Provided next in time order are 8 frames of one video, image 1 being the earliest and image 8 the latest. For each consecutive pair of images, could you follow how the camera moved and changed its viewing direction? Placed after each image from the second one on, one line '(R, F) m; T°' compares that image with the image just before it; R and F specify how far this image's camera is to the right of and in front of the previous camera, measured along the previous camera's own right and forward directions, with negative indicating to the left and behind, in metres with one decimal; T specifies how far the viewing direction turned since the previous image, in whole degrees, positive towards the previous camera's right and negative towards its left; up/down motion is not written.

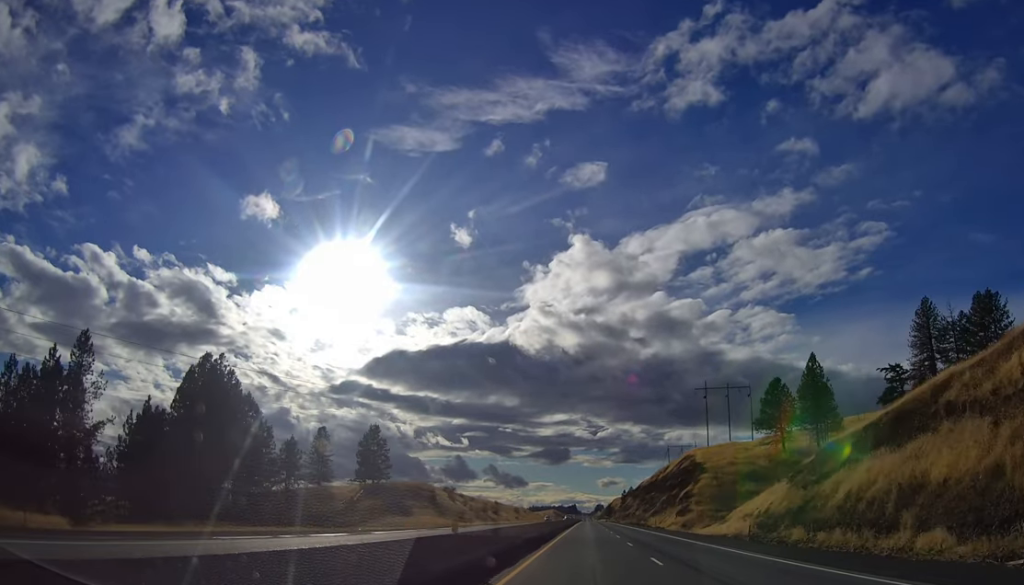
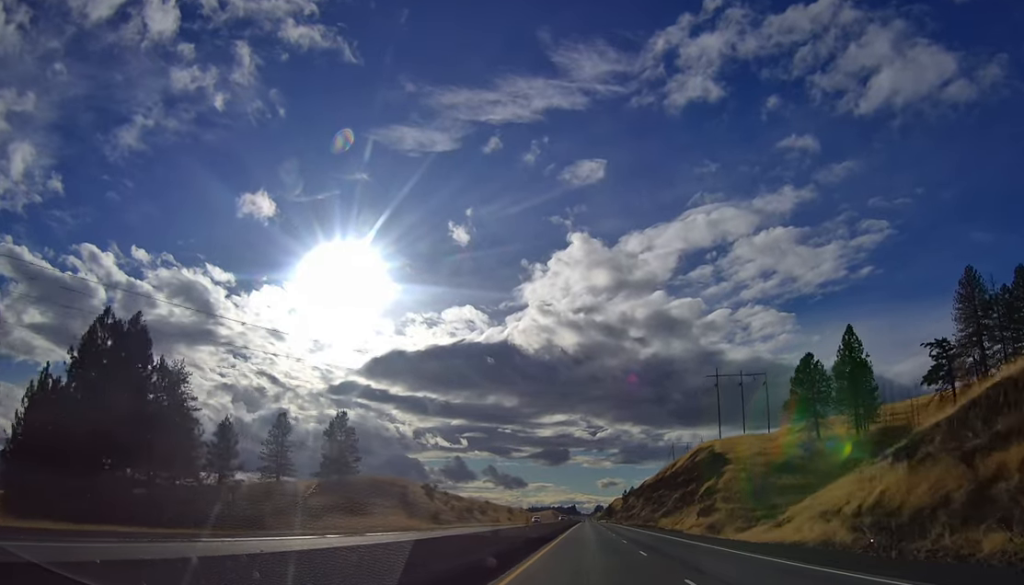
(+0.3, +19.7) m; +1°
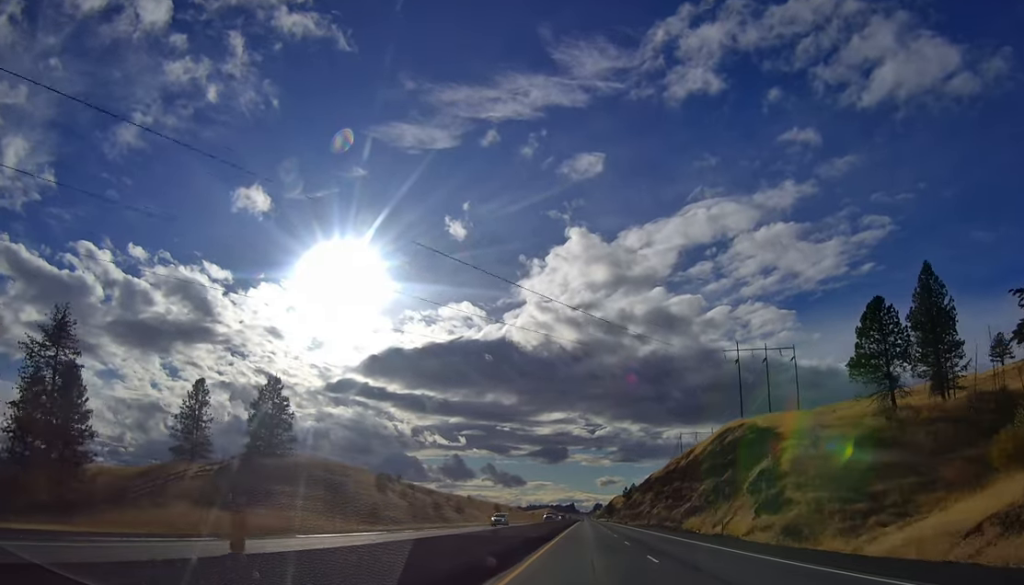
(+0.2, +28.4) m; 0°
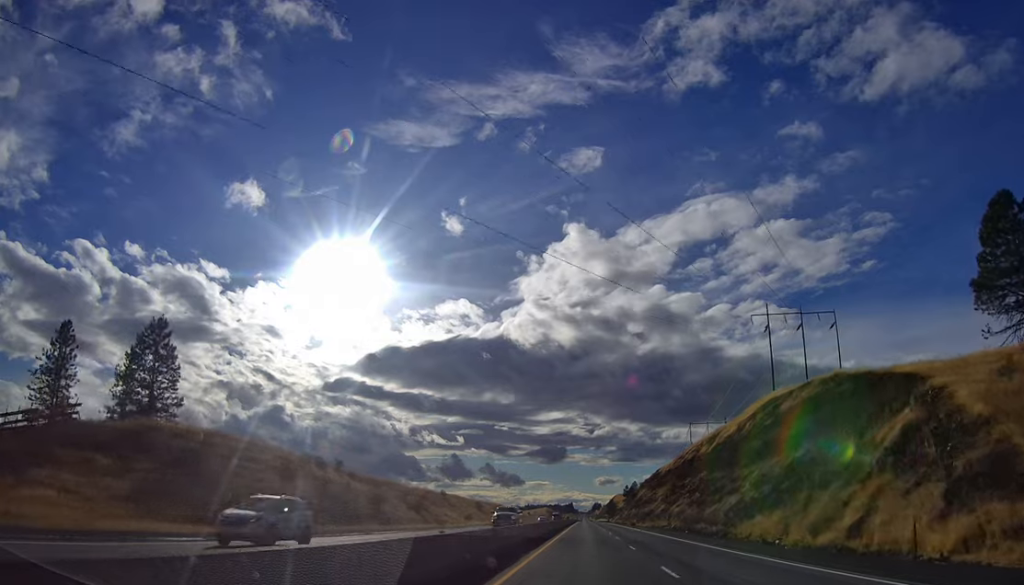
(0.0, +29.5) m; +1°
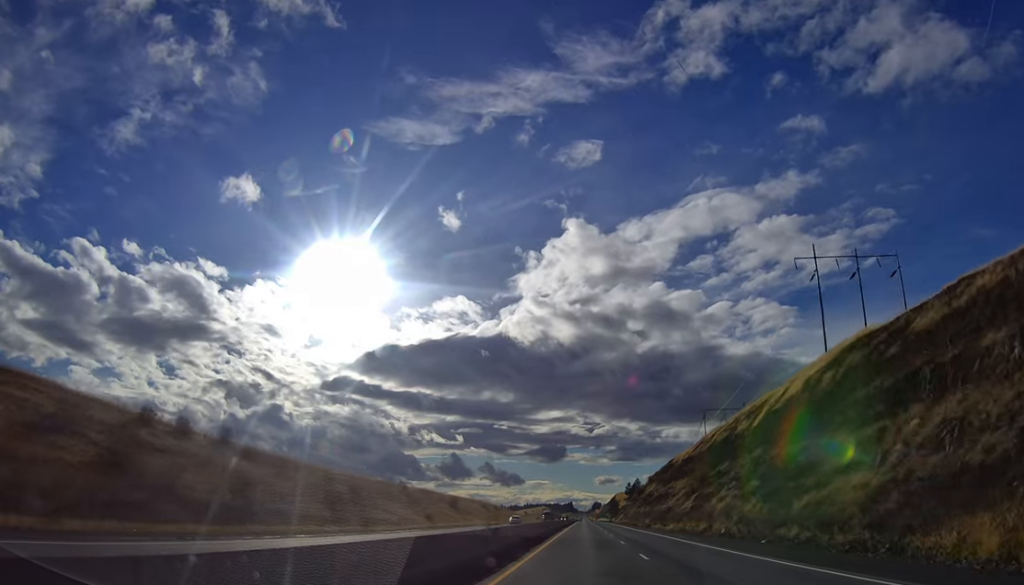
(+0.3, +30.8) m; 0°
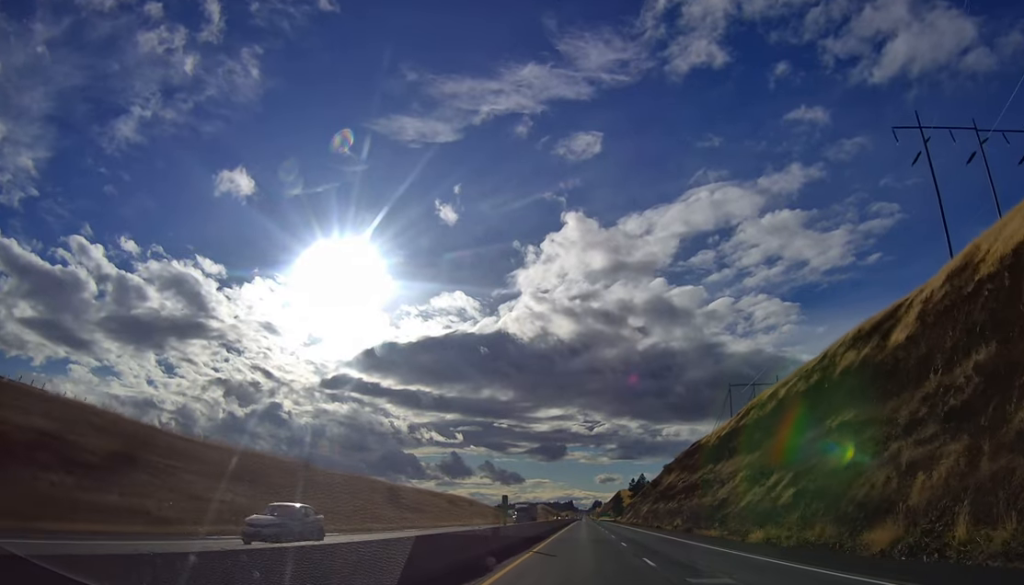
(-0.4, +39.7) m; -1°
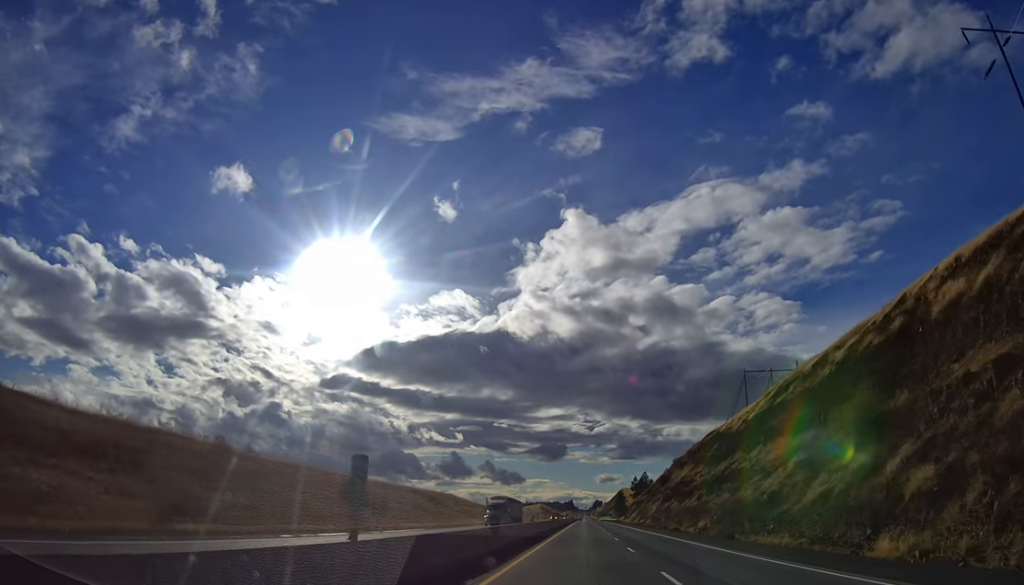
(-0.3, +17.6) m; 0°
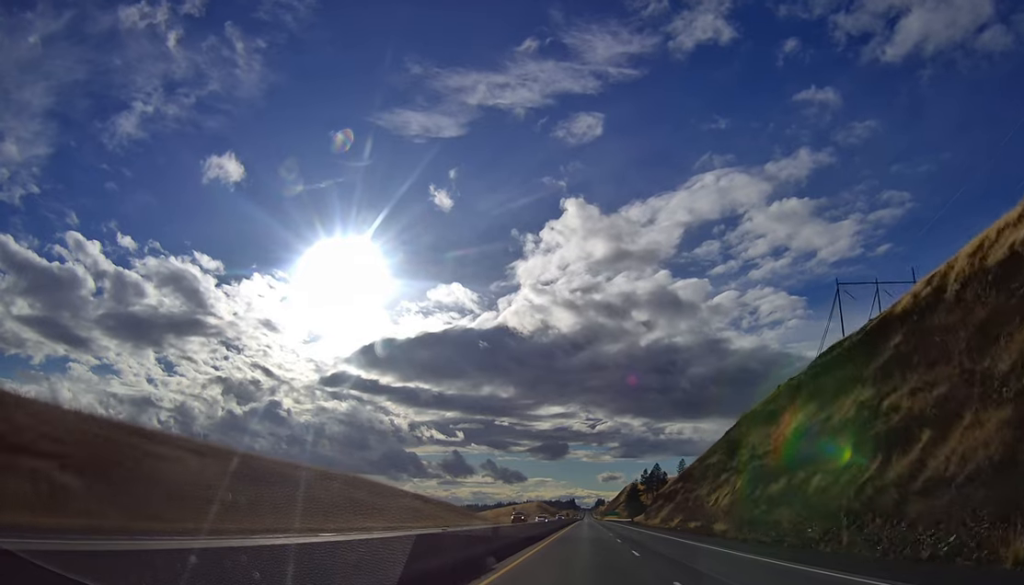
(+0.8, +63.9) m; -1°
